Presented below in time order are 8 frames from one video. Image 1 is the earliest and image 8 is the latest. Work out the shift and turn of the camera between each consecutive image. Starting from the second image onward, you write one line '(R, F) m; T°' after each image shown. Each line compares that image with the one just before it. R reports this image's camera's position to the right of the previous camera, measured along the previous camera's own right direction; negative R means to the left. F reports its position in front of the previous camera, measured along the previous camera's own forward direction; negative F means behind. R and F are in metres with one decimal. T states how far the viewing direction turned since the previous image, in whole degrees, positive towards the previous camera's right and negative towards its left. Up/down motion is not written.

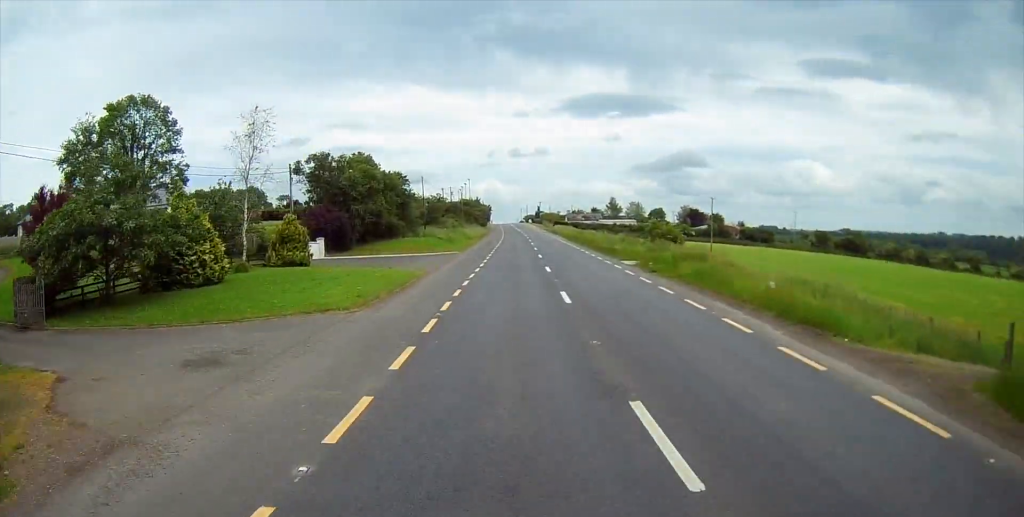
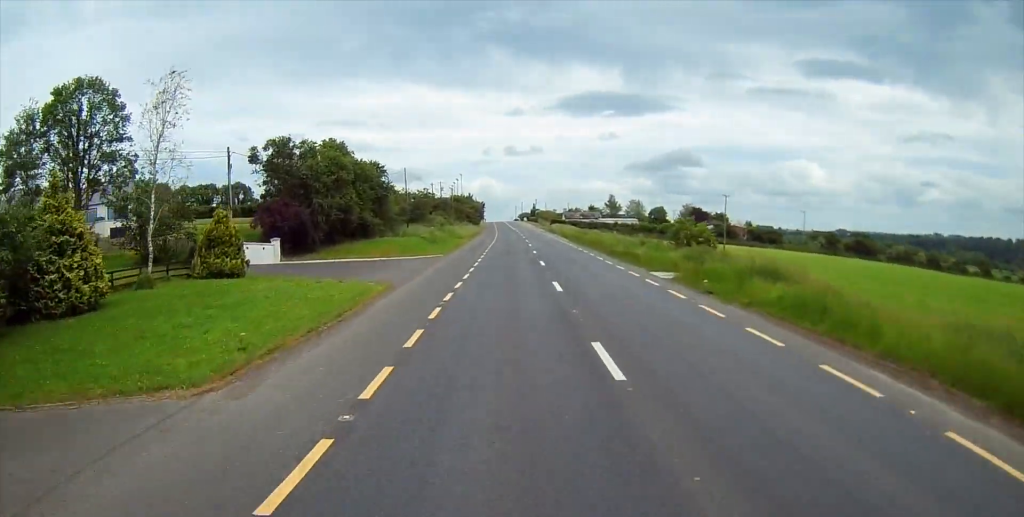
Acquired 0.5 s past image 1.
(+0.2, +10.0) m; 0°
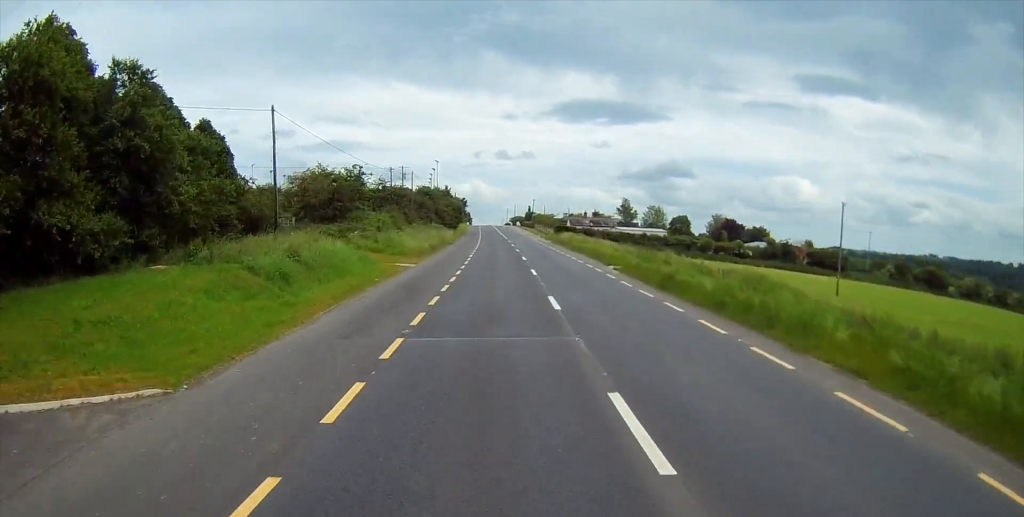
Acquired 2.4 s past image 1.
(+0.2, +40.6) m; +1°
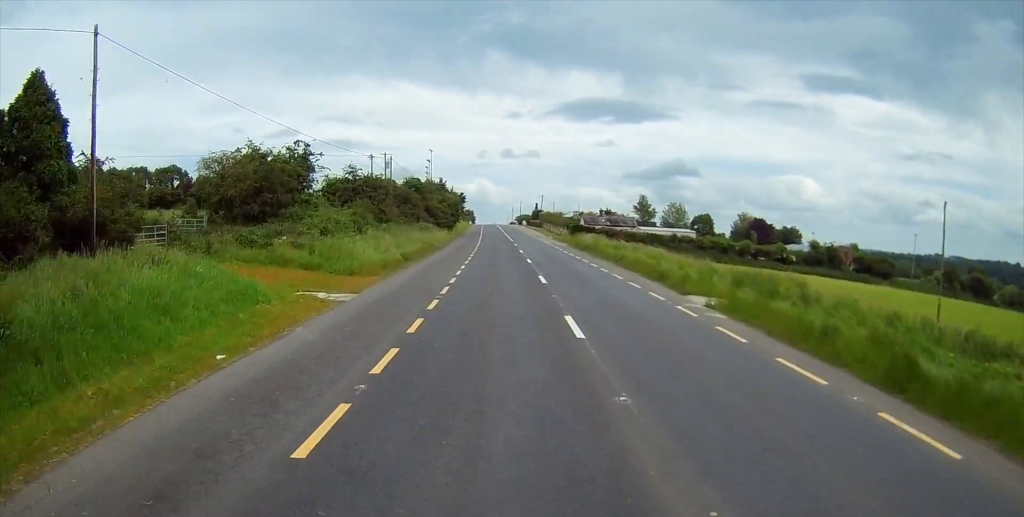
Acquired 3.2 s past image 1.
(-0.3, +17.1) m; 0°
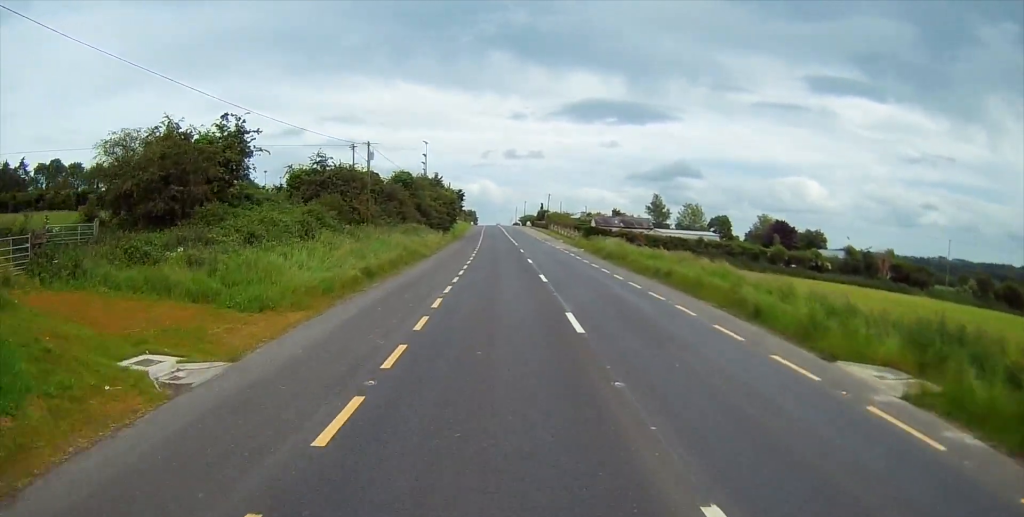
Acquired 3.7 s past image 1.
(0.0, +11.5) m; 0°
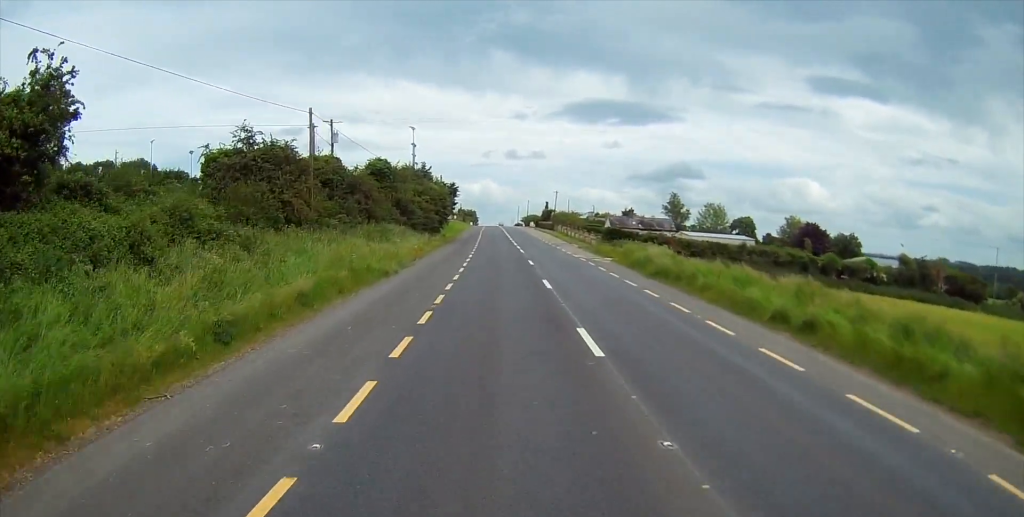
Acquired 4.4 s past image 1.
(+0.1, +15.3) m; +1°
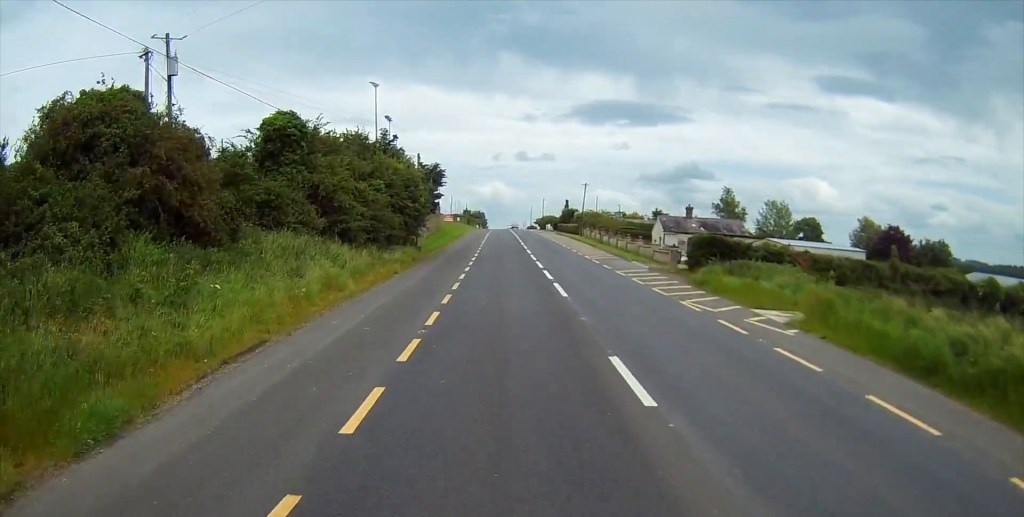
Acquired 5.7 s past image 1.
(-0.1, +28.3) m; -1°
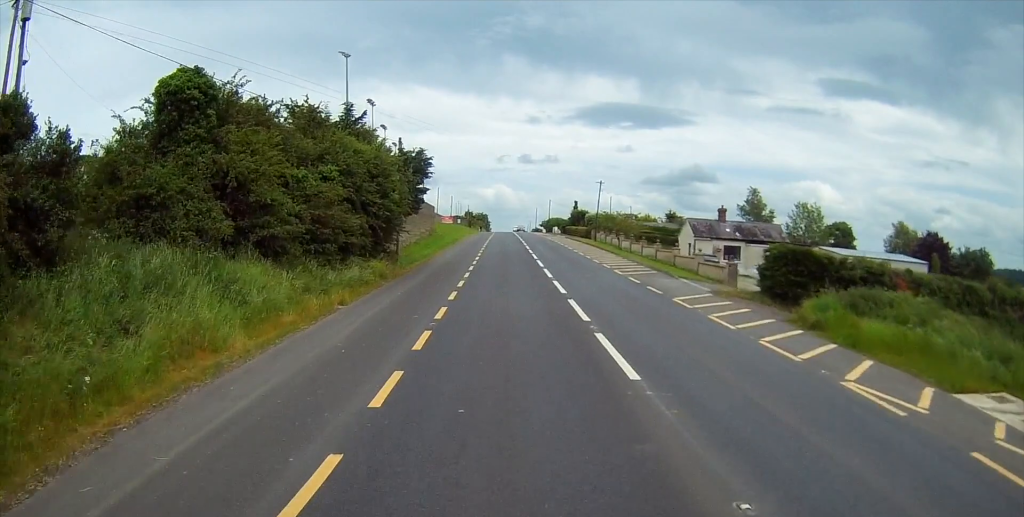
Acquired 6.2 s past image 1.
(-0.2, +10.9) m; -1°
